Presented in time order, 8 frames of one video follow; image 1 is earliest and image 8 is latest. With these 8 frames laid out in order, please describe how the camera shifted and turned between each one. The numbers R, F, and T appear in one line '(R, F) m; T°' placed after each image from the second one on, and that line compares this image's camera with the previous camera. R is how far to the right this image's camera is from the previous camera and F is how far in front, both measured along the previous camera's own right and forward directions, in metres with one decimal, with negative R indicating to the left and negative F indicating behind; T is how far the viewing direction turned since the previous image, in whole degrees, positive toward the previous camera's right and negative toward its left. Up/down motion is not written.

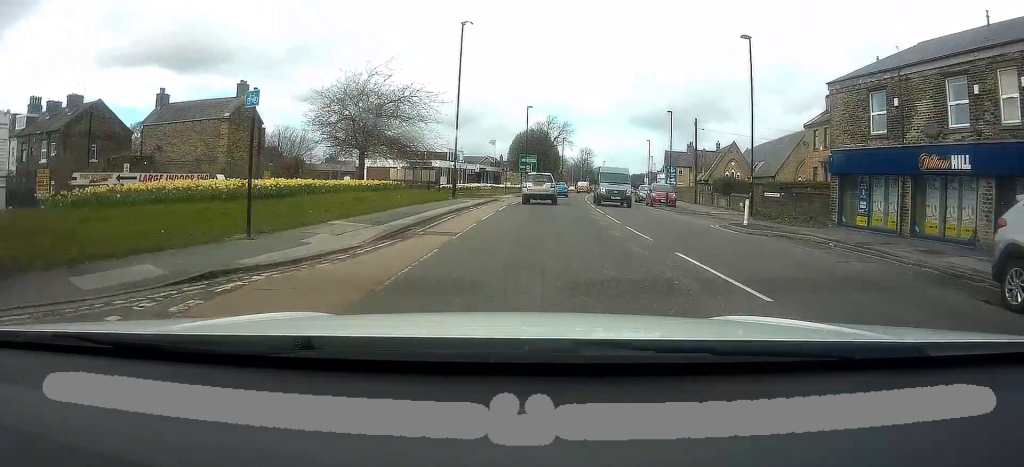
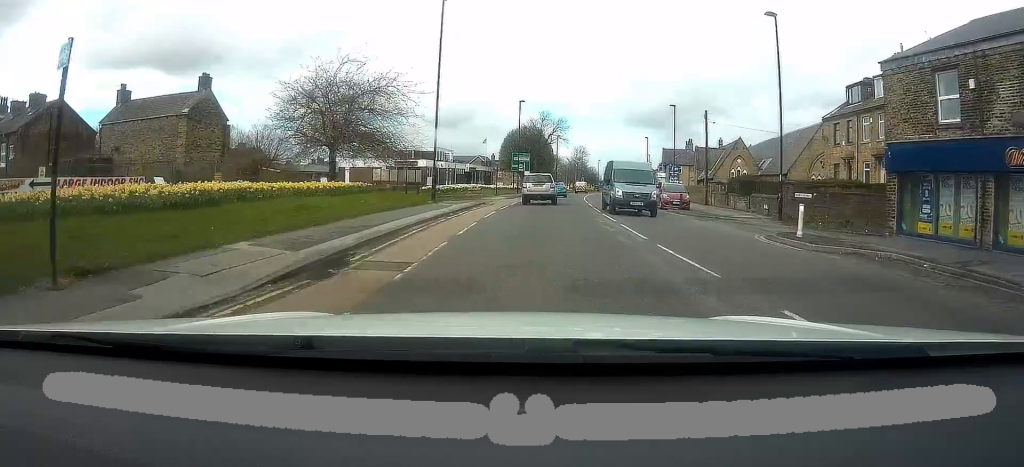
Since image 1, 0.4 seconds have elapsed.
(+0.1, +4.9) m; +1°
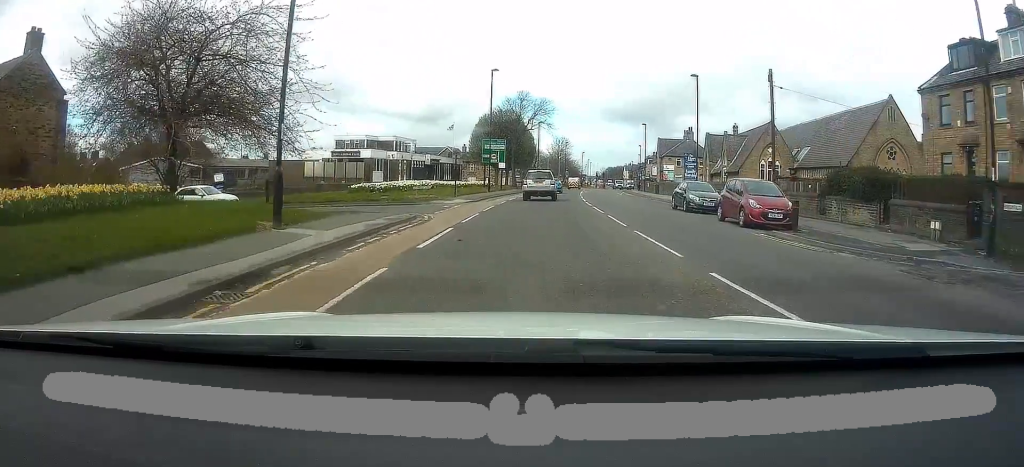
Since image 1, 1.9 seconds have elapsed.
(0.0, +15.9) m; +2°
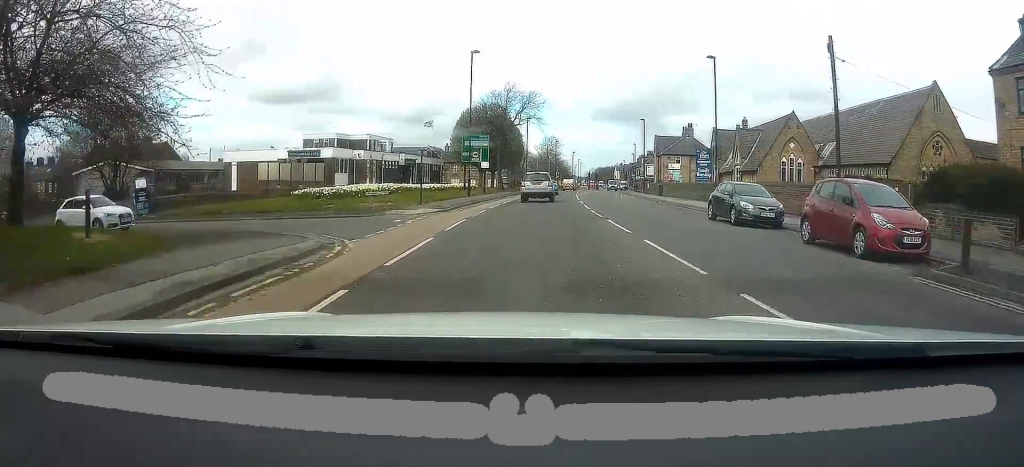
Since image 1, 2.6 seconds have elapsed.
(+0.1, +7.8) m; +1°
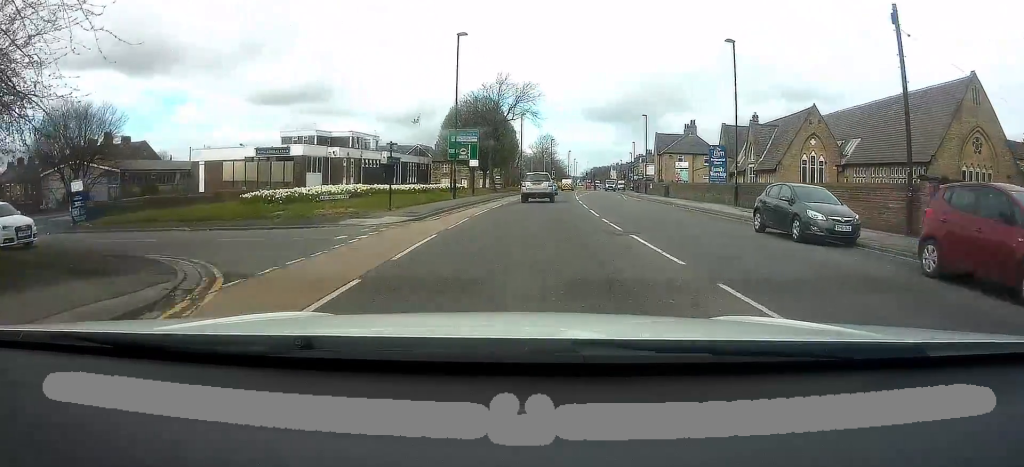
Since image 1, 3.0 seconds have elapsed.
(0.0, +5.2) m; 0°
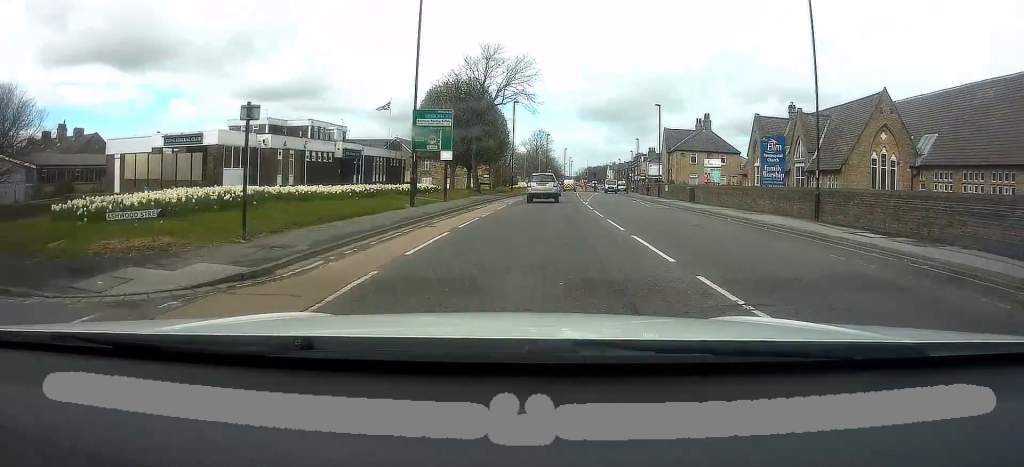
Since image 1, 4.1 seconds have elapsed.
(+0.1, +11.2) m; 0°
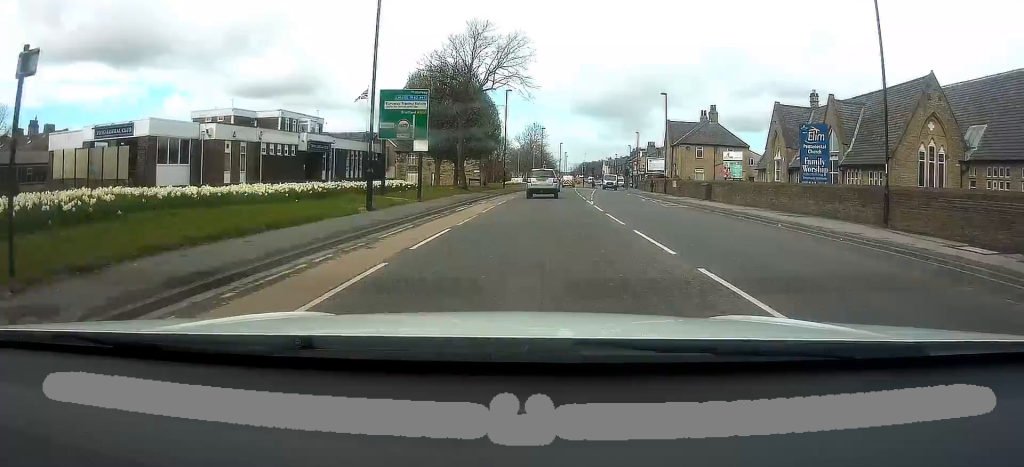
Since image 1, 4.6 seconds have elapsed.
(0.0, +5.7) m; 0°
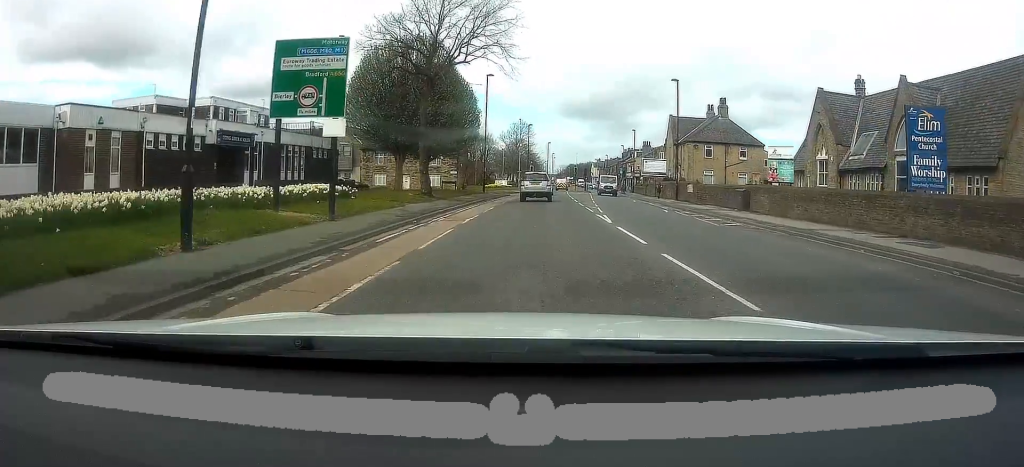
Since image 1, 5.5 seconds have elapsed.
(0.0, +9.7) m; +1°
